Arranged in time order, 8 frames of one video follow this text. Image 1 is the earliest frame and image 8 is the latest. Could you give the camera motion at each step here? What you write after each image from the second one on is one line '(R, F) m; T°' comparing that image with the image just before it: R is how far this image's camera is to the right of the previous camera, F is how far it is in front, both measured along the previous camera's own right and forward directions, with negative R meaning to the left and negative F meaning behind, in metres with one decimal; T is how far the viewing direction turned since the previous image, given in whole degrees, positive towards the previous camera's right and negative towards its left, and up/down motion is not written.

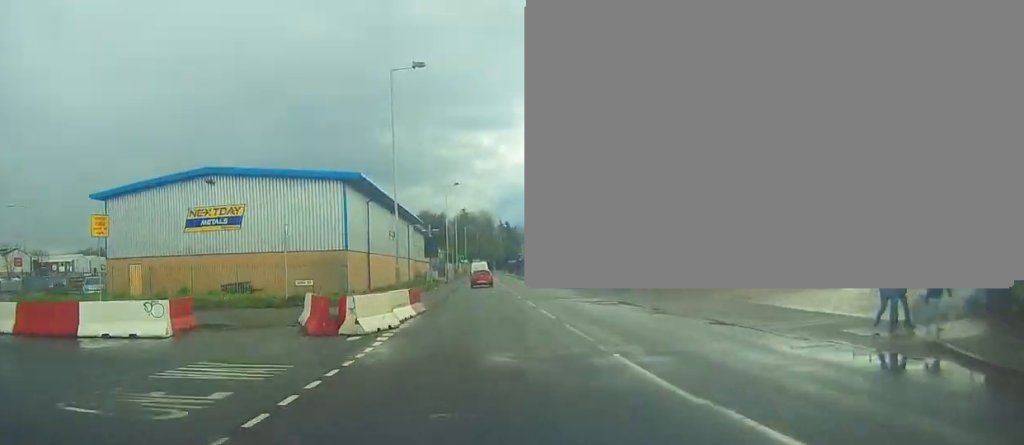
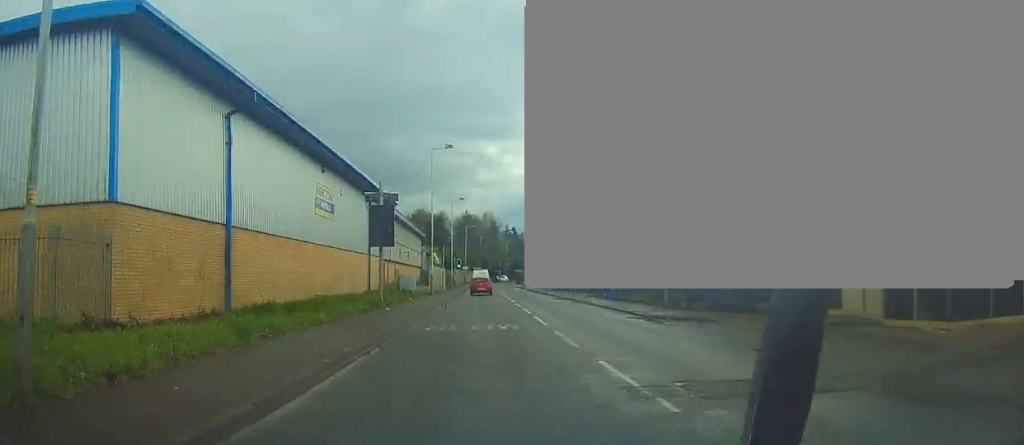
(+0.4, +24.1) m; 0°
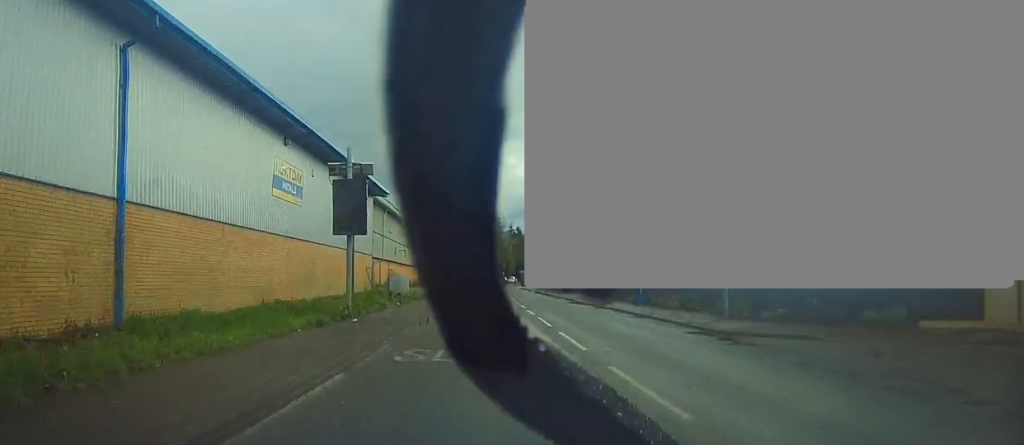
(-0.2, +6.3) m; -1°
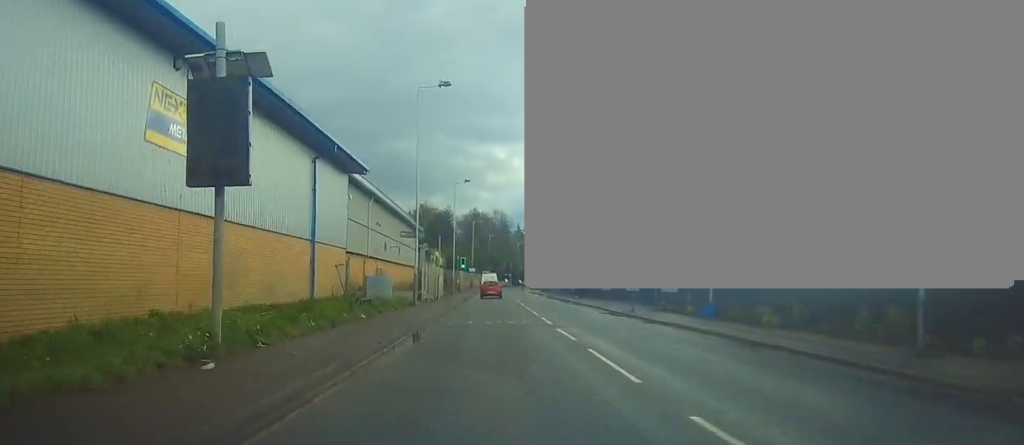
(-0.3, +9.5) m; 0°
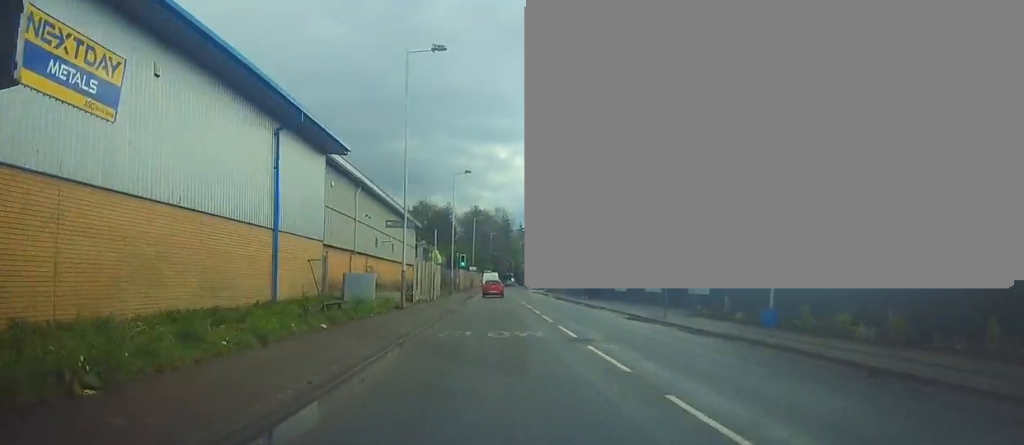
(+0.3, +5.0) m; +1°
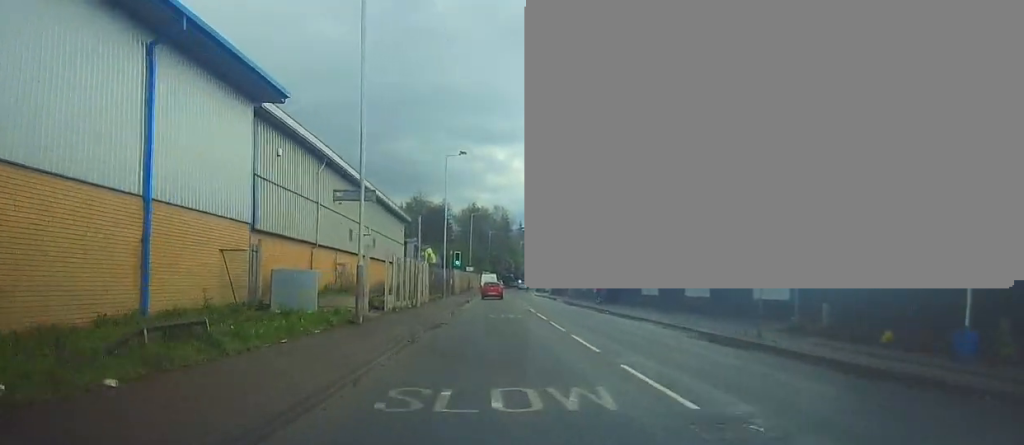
(0.0, +8.7) m; 0°
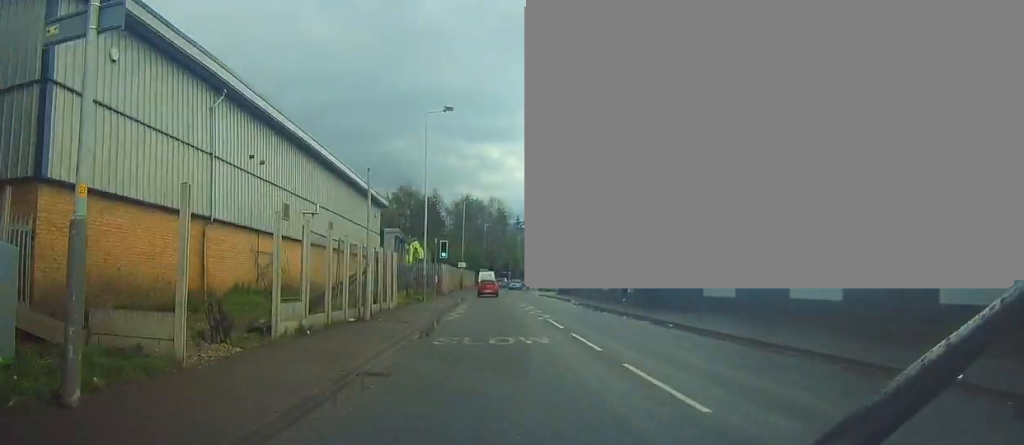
(-0.1, +12.1) m; -1°
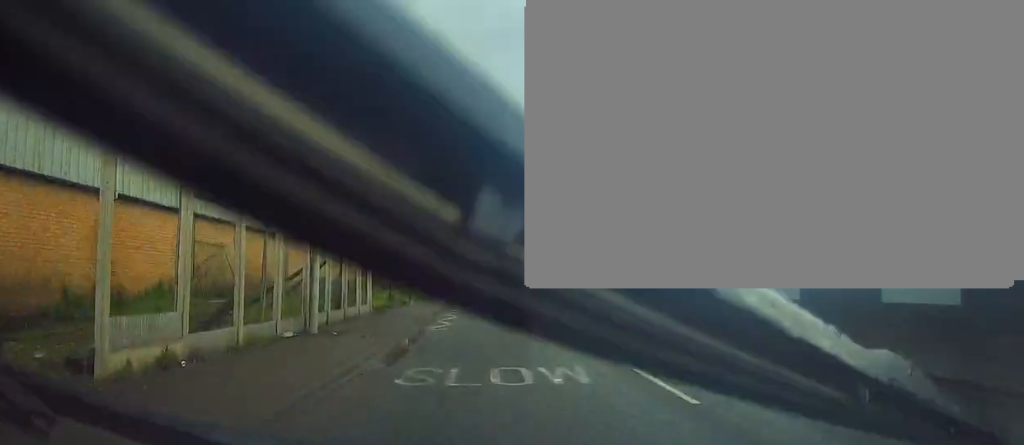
(+0.1, +5.5) m; 0°
